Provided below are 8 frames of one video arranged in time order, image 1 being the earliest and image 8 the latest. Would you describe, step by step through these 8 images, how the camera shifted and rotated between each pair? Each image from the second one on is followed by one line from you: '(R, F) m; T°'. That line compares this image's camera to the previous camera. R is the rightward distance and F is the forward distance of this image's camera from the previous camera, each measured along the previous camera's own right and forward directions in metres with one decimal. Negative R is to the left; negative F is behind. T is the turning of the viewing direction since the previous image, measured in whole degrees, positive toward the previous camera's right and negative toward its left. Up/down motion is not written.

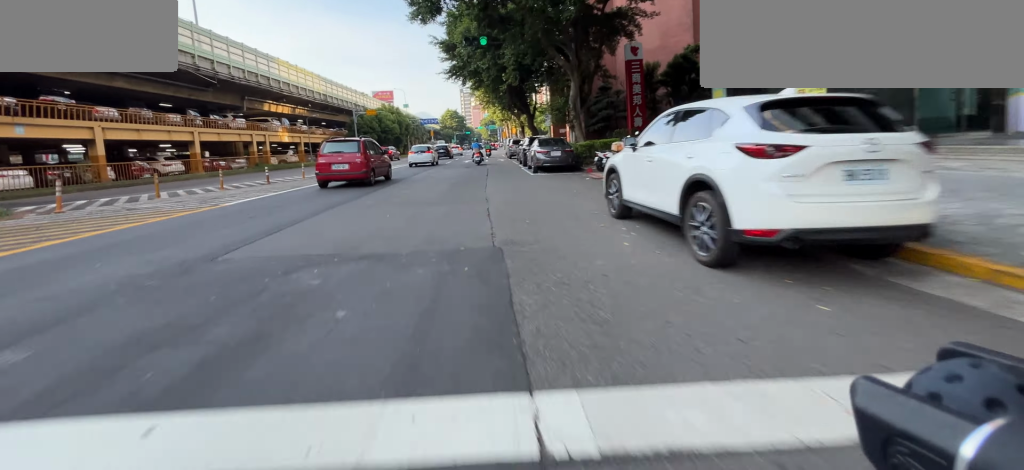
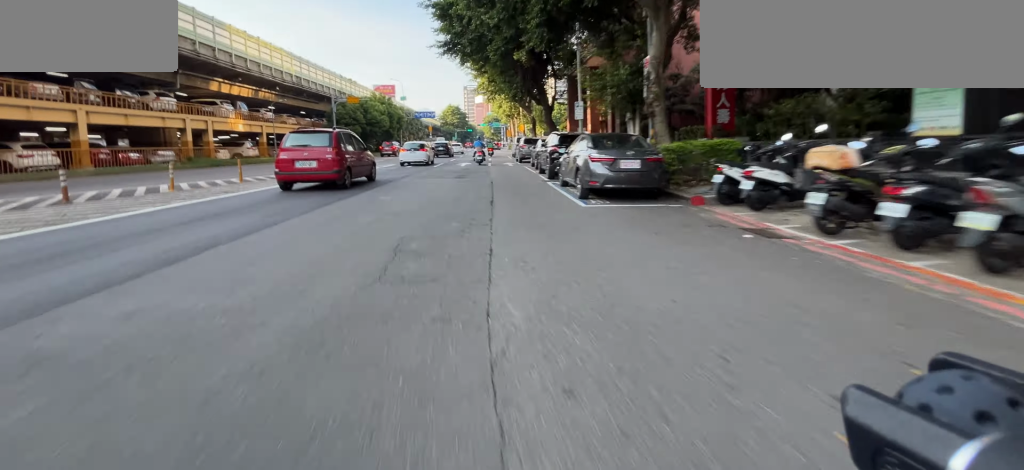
(+0.2, +8.8) m; +1°
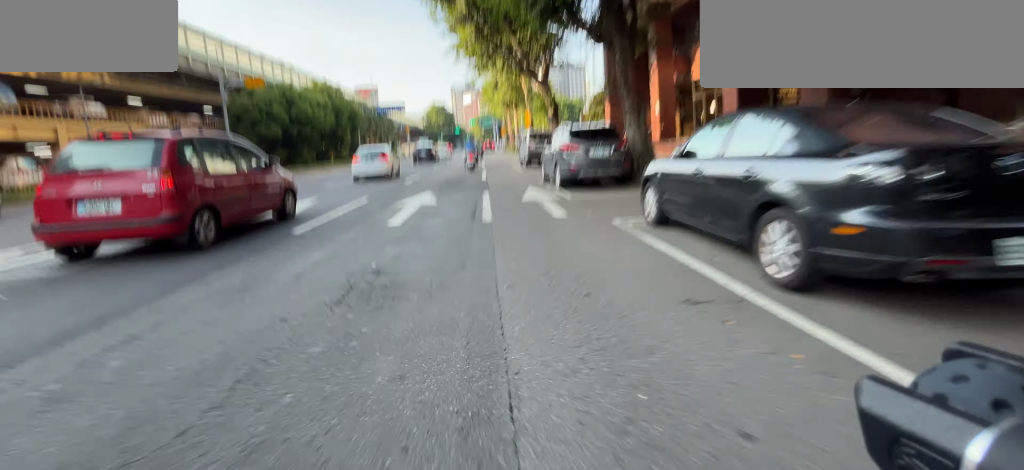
(+0.2, +17.2) m; -1°
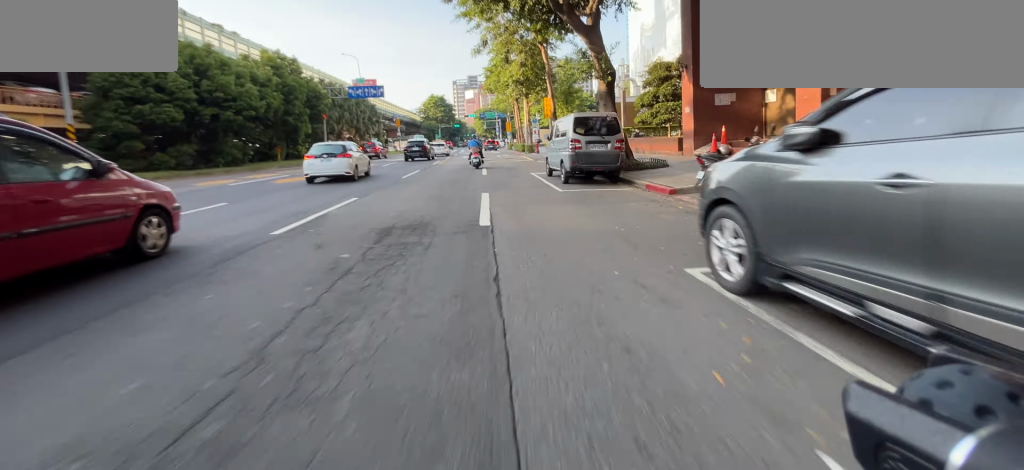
(-0.3, +10.5) m; -2°
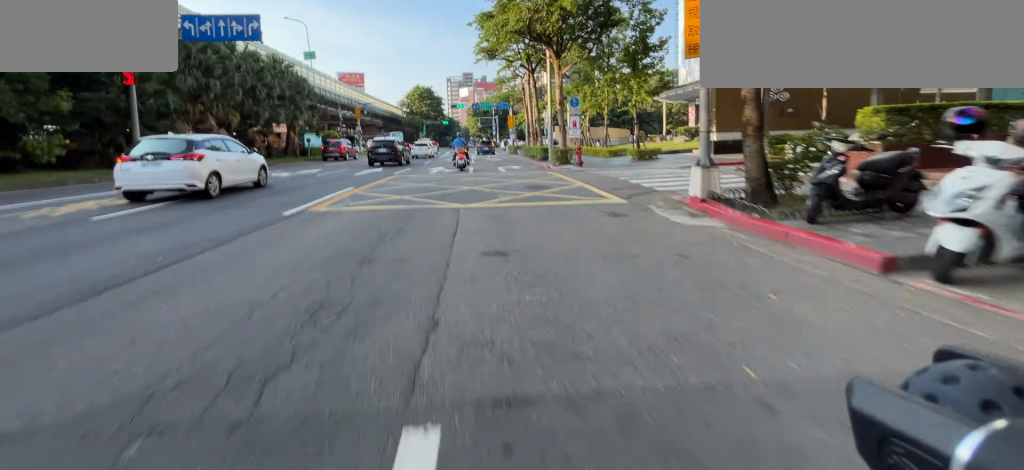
(-0.3, +18.8) m; -1°
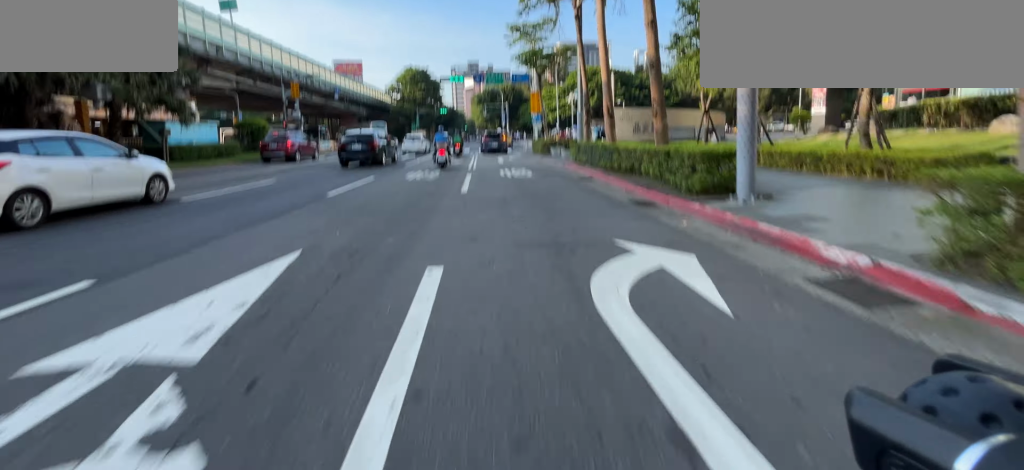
(+0.2, +17.4) m; 0°
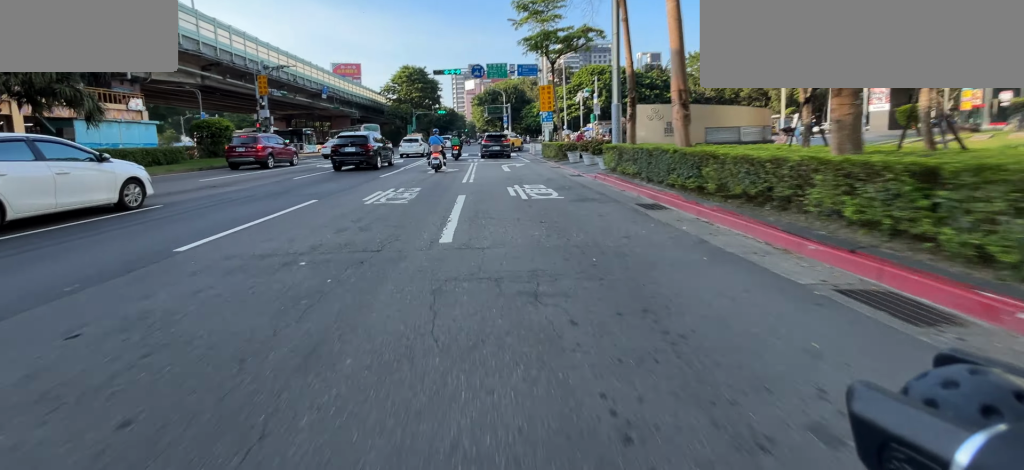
(+0.1, +4.8) m; -1°
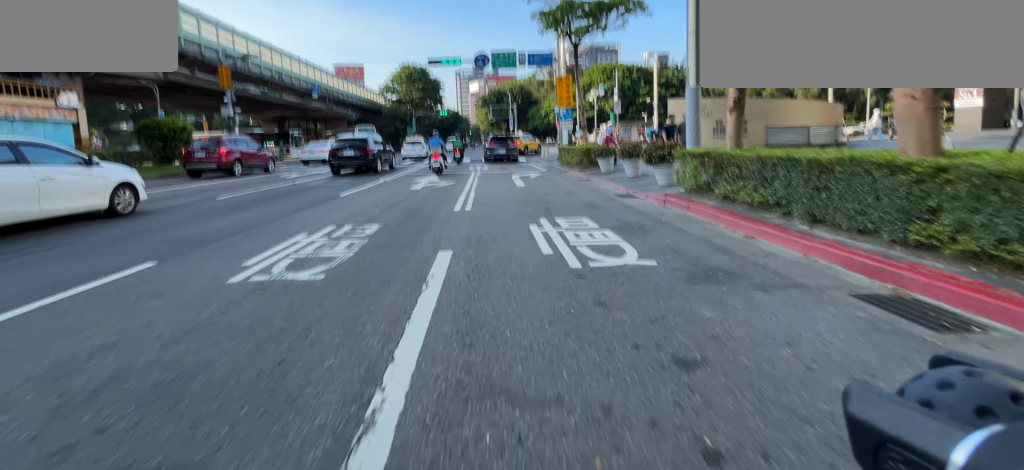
(-0.2, +4.3) m; -1°
